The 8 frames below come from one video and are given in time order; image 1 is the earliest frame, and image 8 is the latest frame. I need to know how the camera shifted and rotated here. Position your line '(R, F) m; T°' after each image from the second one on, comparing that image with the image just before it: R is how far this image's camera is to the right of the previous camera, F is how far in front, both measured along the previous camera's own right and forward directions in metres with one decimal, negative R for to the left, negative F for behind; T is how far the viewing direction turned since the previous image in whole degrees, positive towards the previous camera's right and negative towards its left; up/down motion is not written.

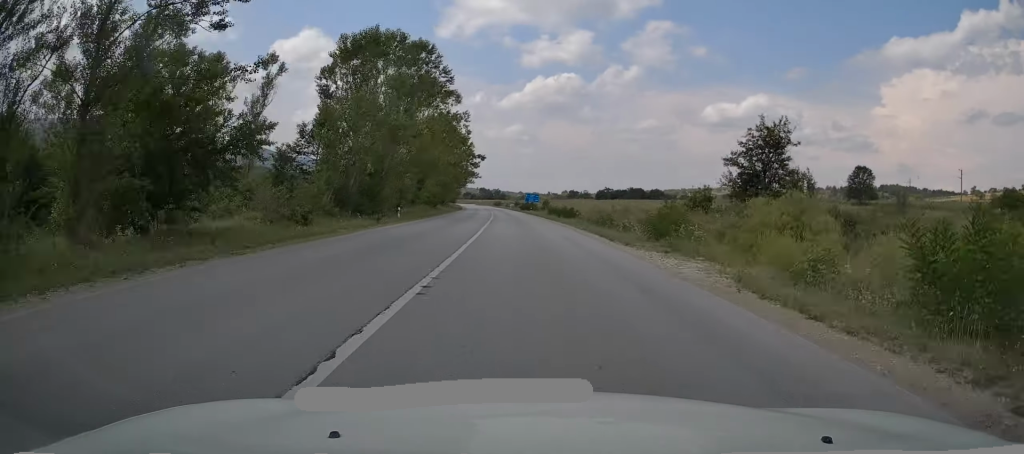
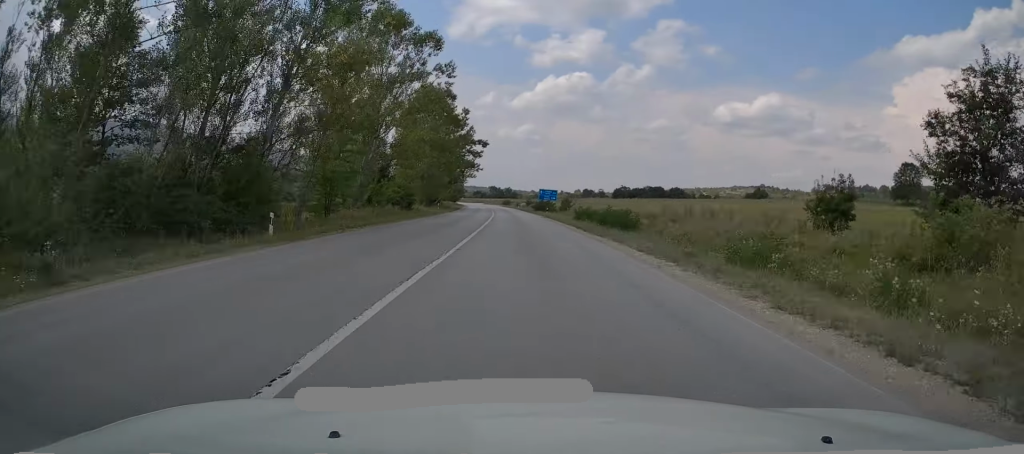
(0.0, +22.6) m; -1°
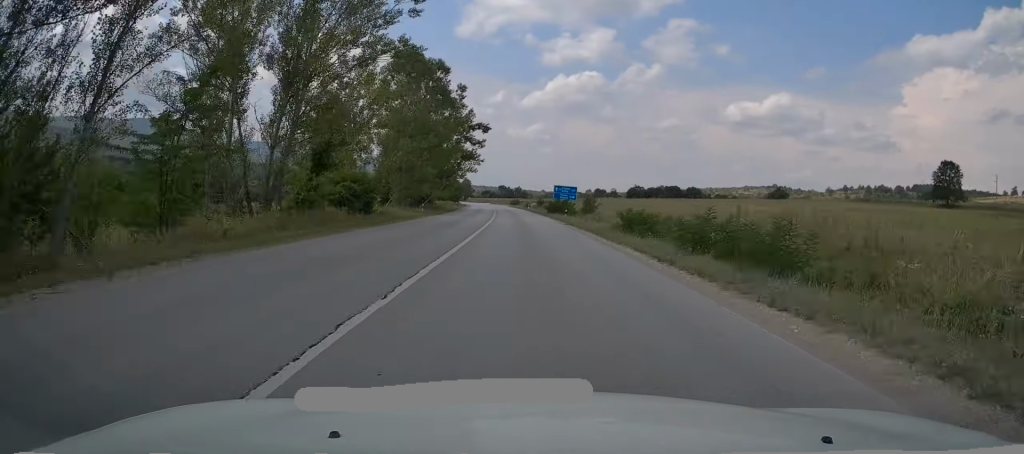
(-0.3, +16.1) m; -1°
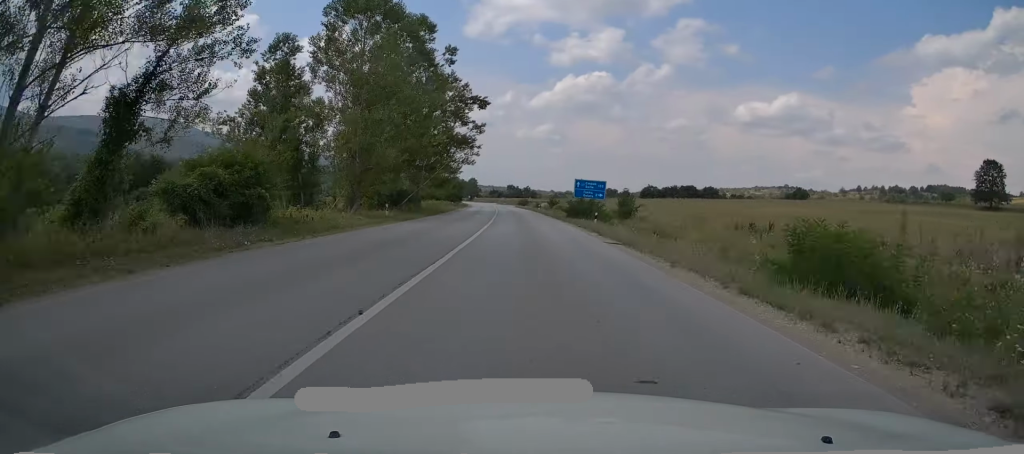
(-0.1, +16.1) m; -1°
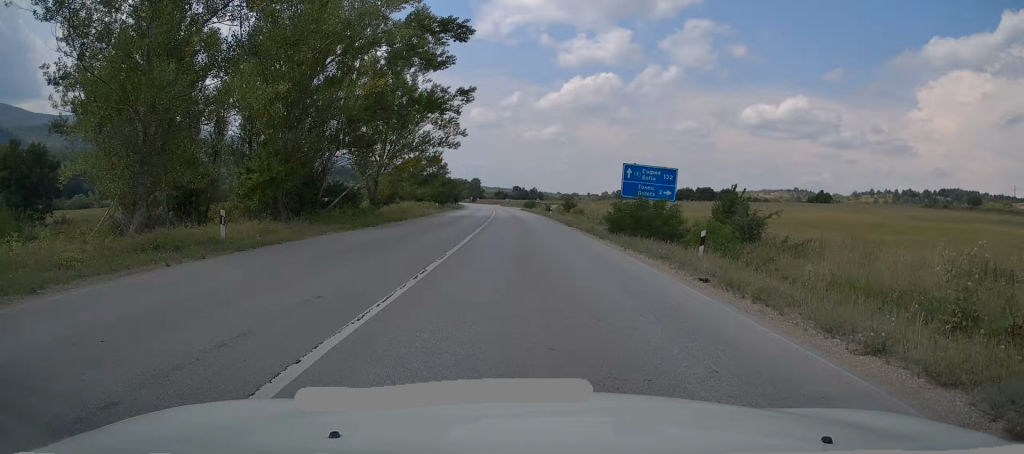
(-0.1, +20.2) m; -1°
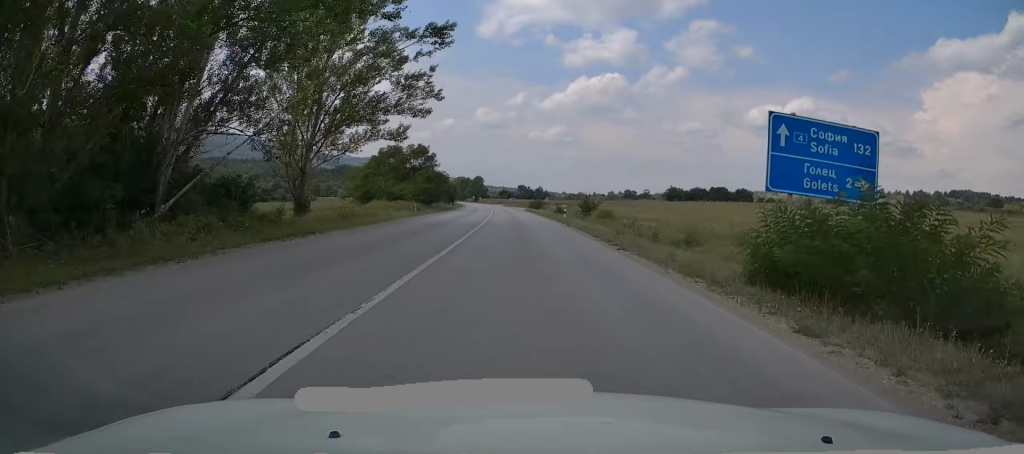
(-0.2, +15.4) m; -1°
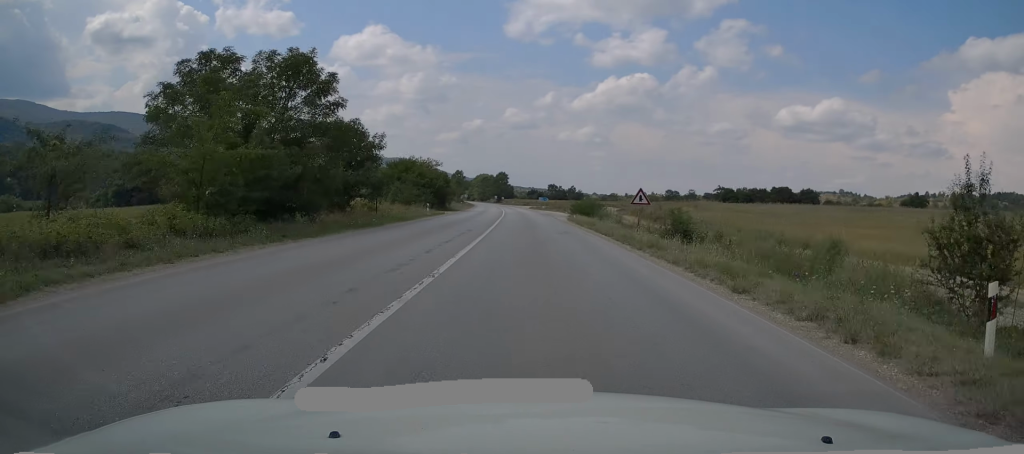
(-0.7, +43.8) m; -2°
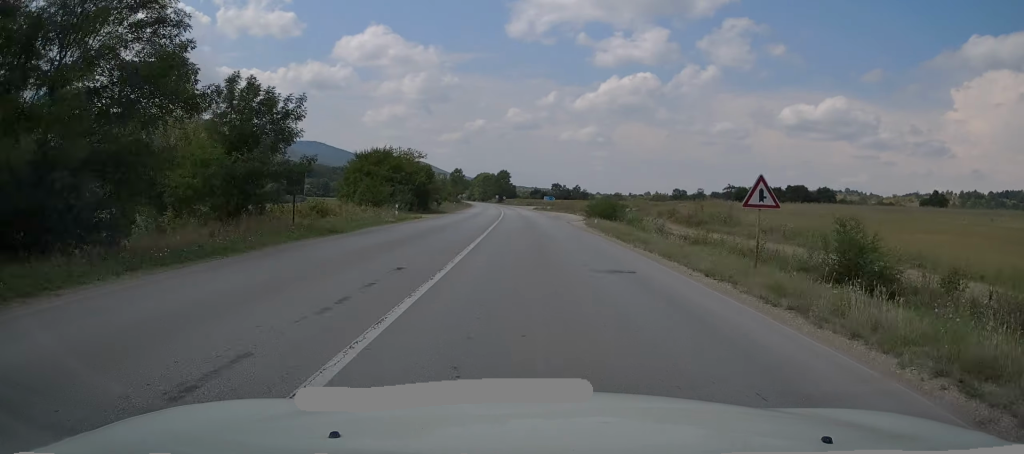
(-0.1, +13.0) m; 0°
